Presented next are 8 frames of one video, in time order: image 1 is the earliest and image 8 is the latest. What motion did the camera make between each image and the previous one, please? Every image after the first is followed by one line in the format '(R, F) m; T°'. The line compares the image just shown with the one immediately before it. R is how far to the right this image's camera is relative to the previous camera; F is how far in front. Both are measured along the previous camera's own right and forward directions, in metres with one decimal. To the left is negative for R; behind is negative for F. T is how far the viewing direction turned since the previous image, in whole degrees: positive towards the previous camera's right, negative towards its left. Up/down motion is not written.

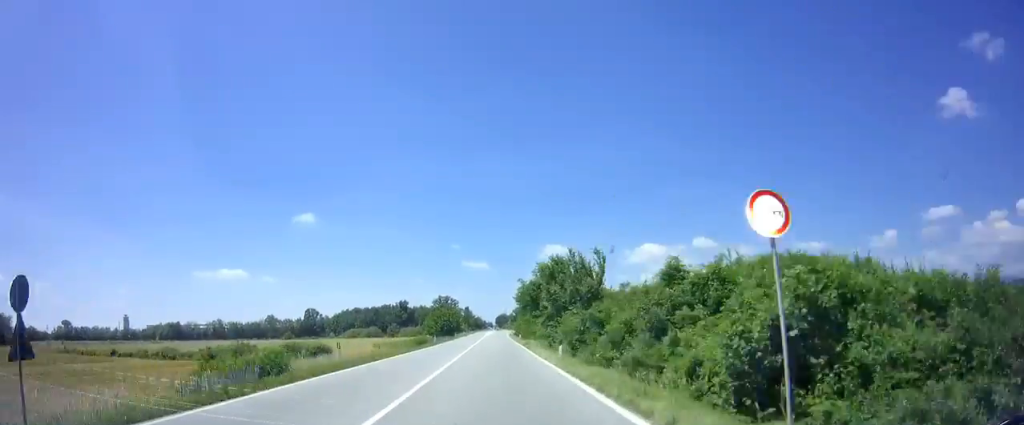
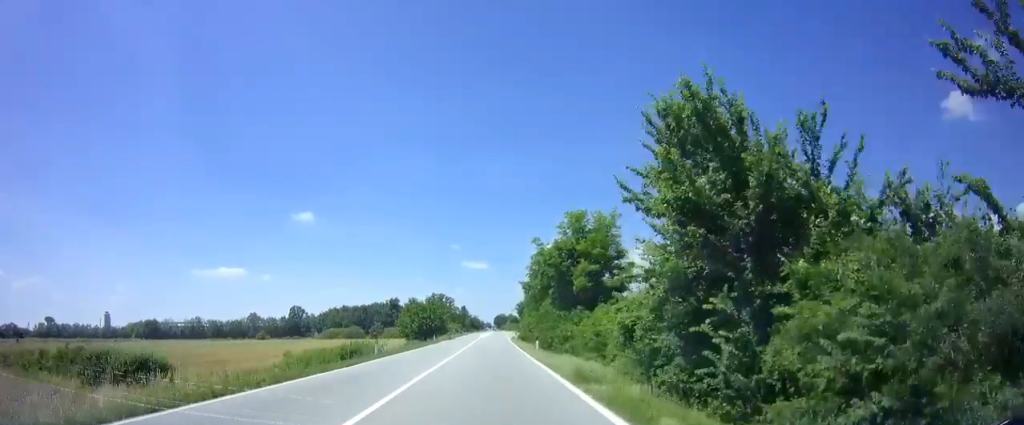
(0.0, +26.4) m; 0°
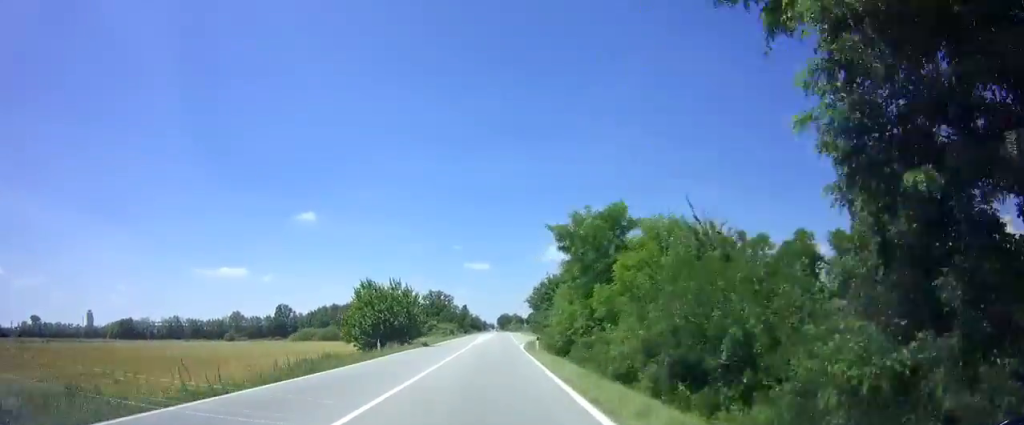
(0.0, +26.6) m; 0°
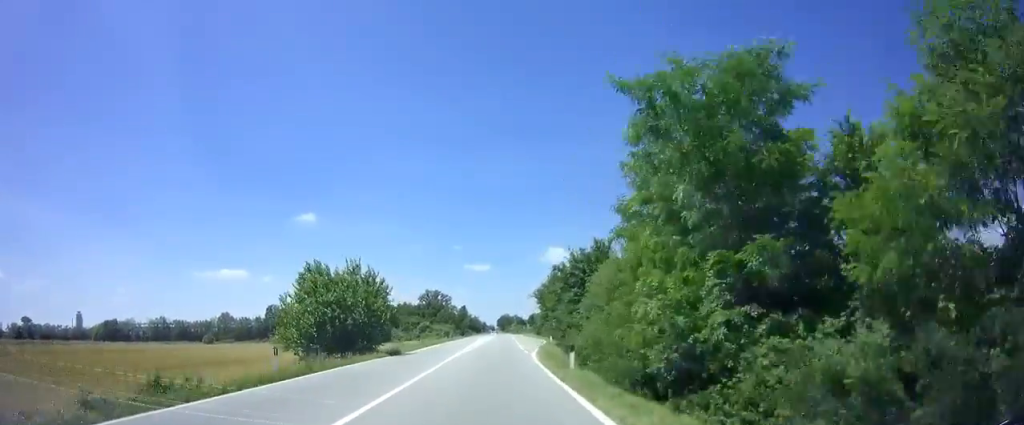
(-0.2, +13.7) m; 0°
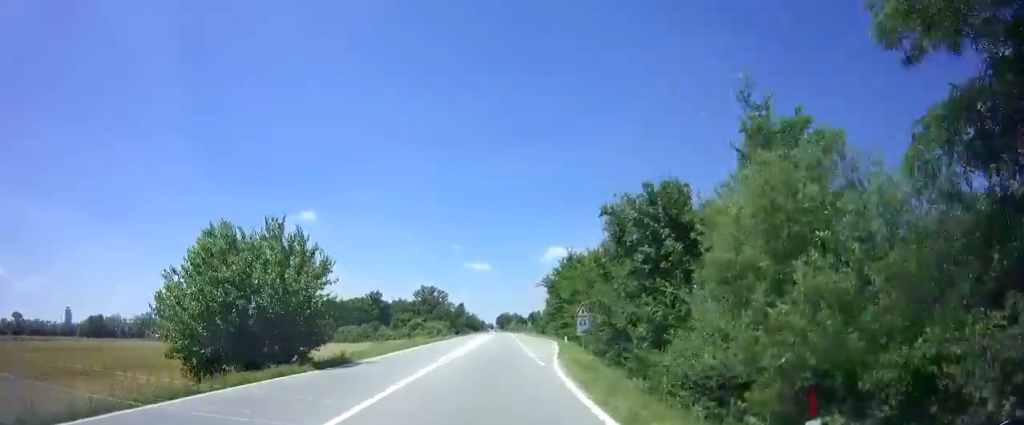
(+0.2, +12.2) m; 0°
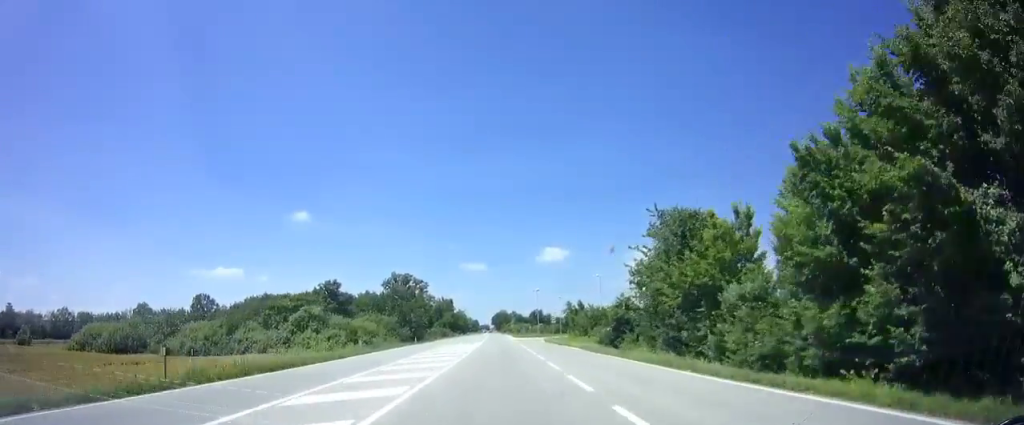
(-0.6, +62.0) m; -1°
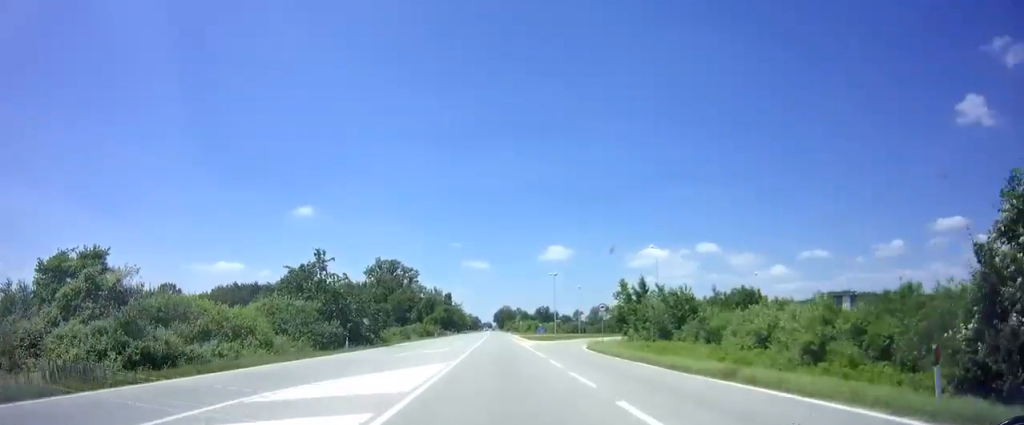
(+0.5, +29.4) m; +1°
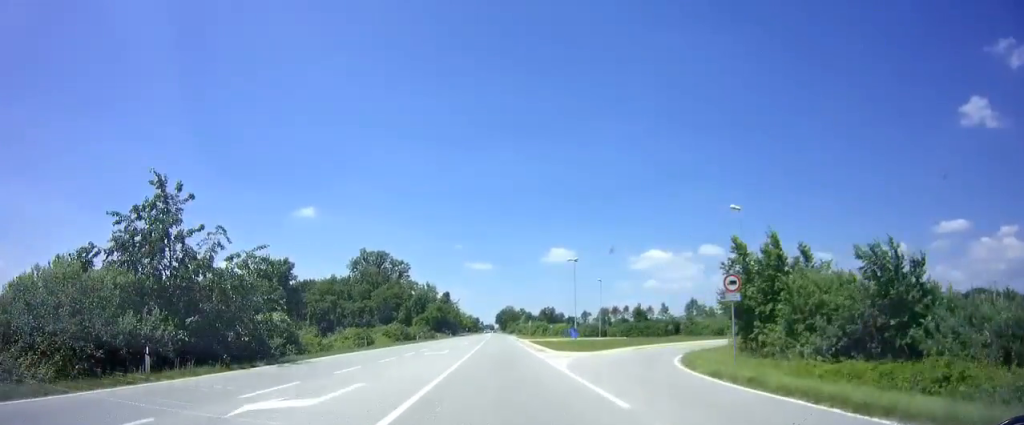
(-0.1, +22.0) m; -1°
